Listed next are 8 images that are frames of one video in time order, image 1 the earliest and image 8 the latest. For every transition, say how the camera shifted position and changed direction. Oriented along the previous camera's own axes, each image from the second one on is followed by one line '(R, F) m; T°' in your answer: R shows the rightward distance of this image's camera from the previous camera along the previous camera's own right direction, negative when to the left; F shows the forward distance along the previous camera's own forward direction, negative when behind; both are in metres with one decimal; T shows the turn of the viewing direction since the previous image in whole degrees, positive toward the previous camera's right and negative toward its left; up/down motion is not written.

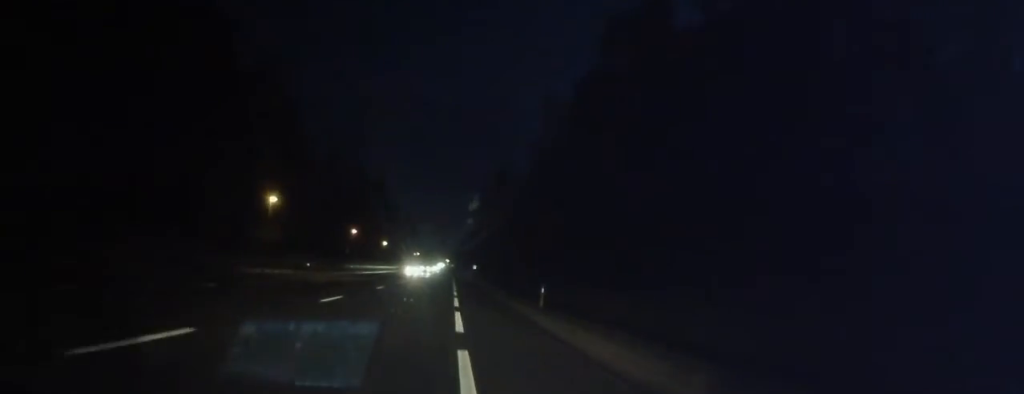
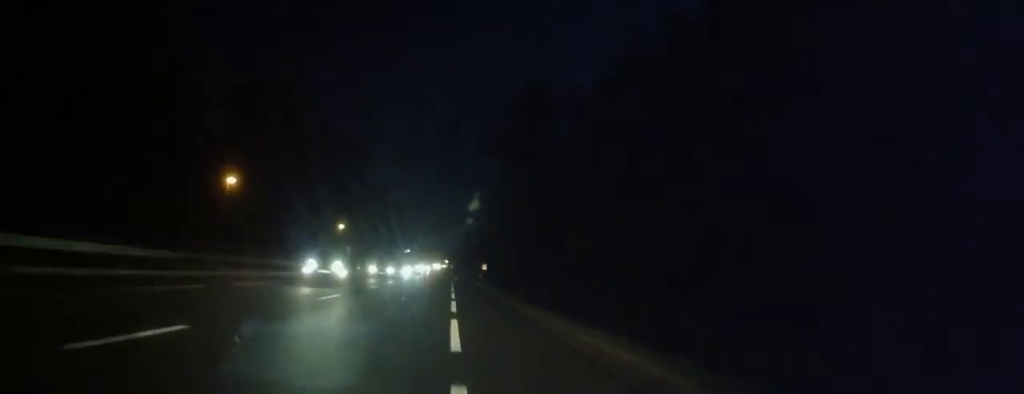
(+0.9, +48.1) m; +2°
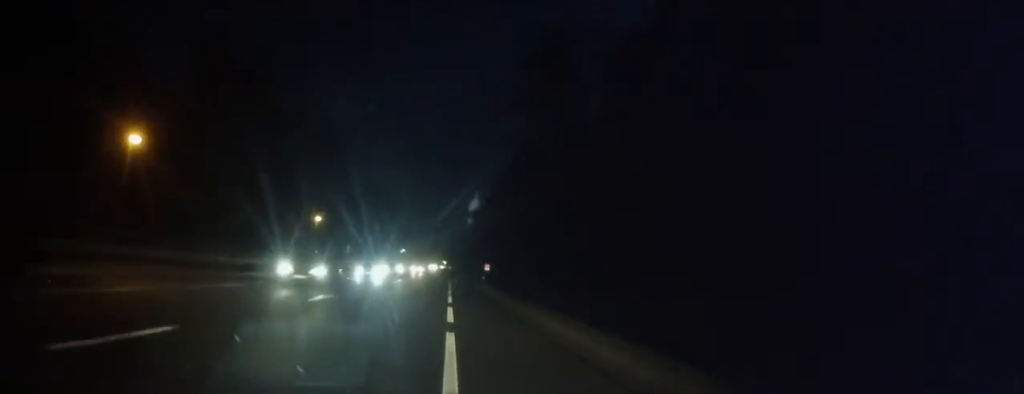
(+0.1, +12.2) m; 0°
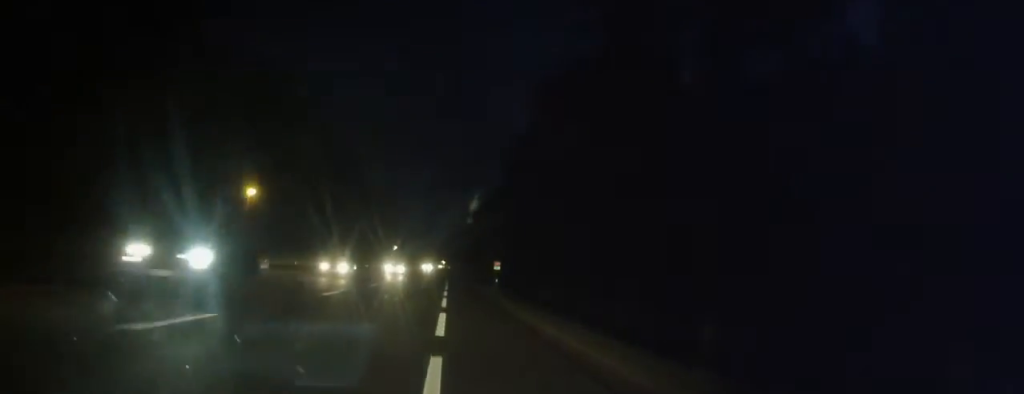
(-0.2, +21.5) m; 0°
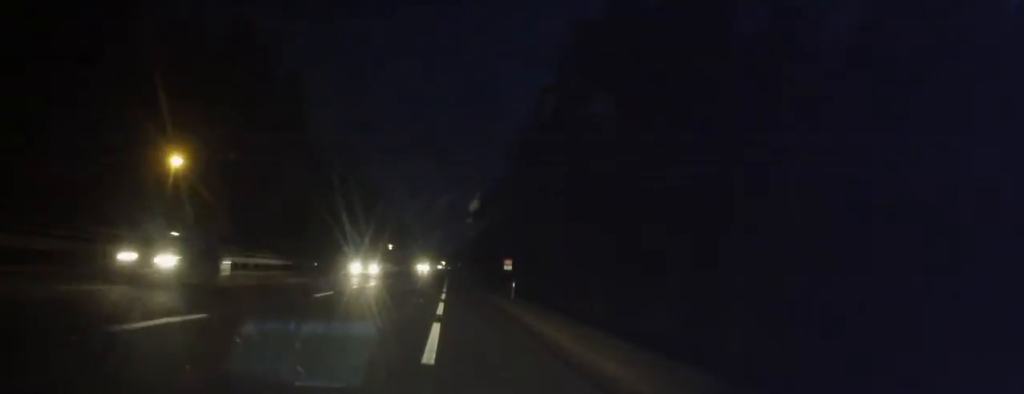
(+0.1, +12.3) m; 0°
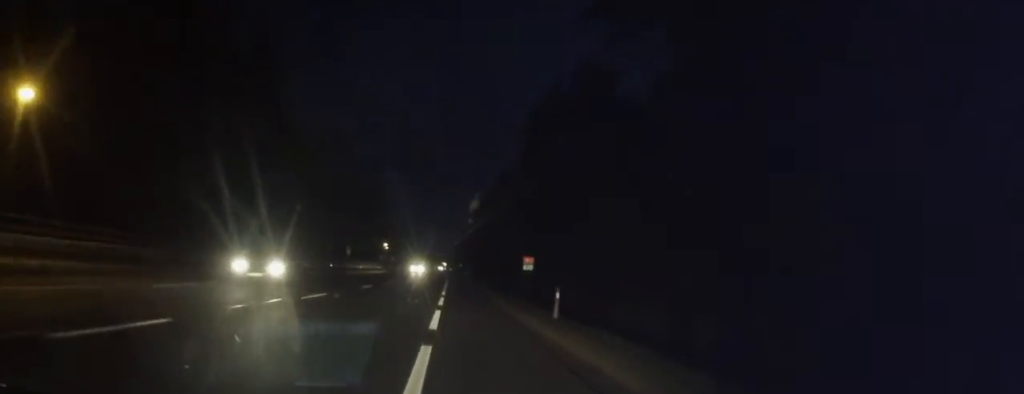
(+0.1, +13.0) m; 0°
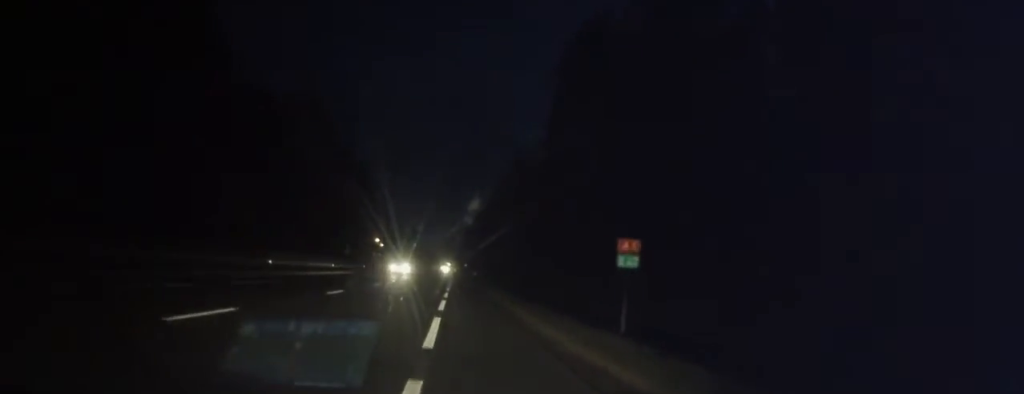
(-0.2, +21.1) m; 0°
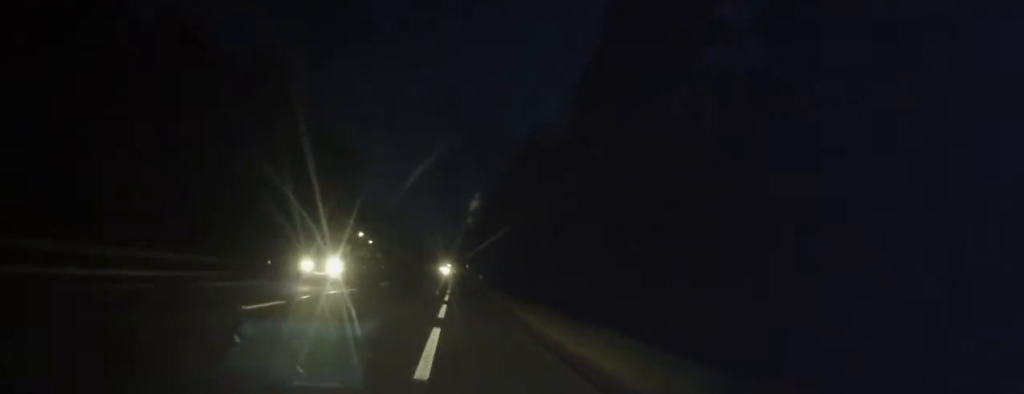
(+0.1, +20.5) m; 0°
